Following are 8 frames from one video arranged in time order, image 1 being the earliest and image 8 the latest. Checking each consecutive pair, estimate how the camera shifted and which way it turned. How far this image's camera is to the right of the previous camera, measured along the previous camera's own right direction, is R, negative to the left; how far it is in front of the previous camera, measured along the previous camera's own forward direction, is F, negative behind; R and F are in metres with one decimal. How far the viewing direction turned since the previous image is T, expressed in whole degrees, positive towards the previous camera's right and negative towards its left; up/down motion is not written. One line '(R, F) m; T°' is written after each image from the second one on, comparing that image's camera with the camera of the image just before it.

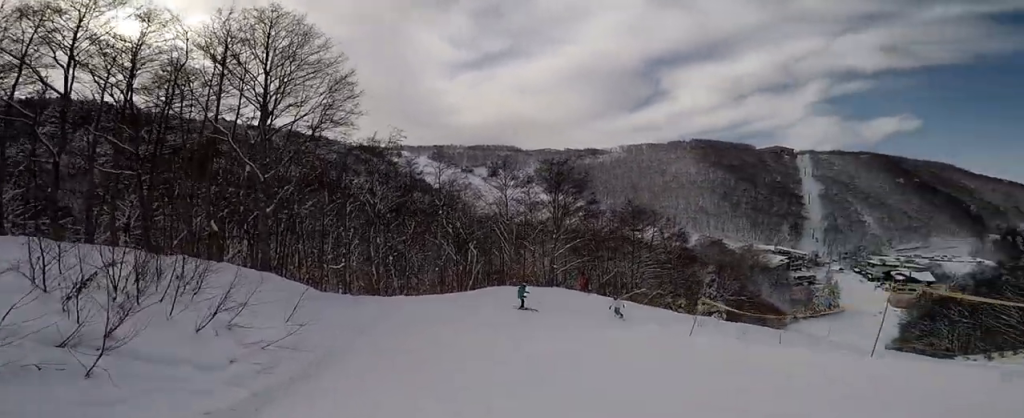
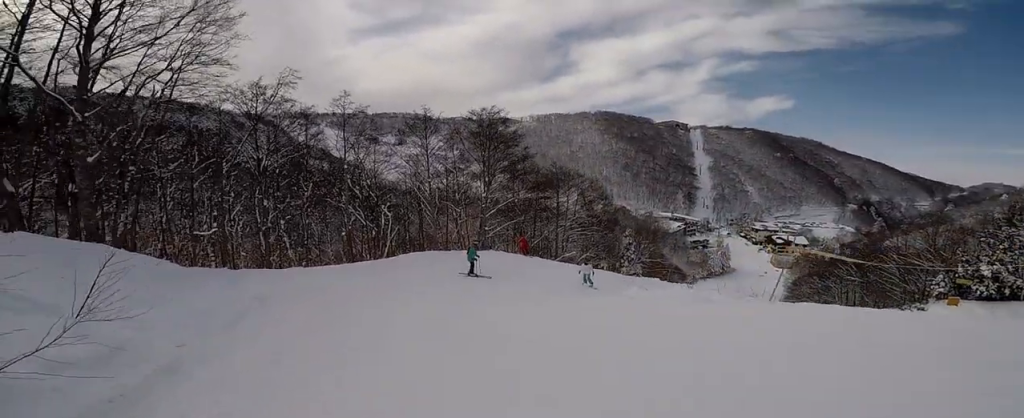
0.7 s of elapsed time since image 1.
(+0.2, +3.4) m; +5°
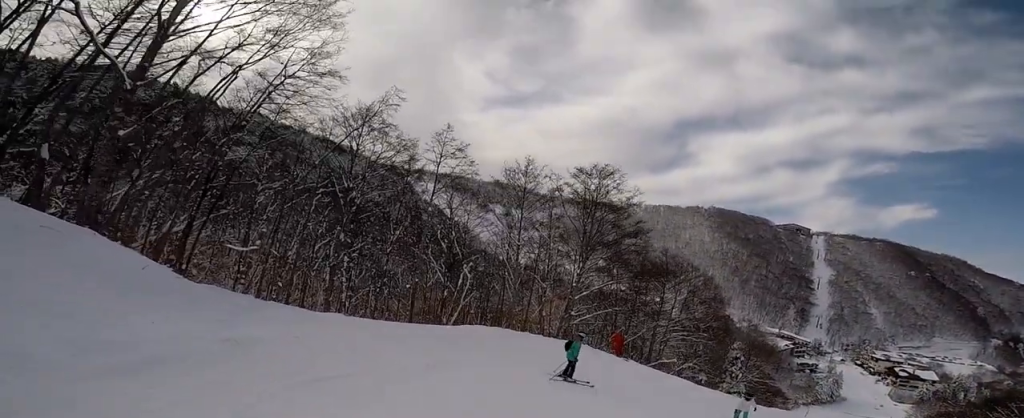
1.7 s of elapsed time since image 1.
(+0.1, +4.4) m; +5°
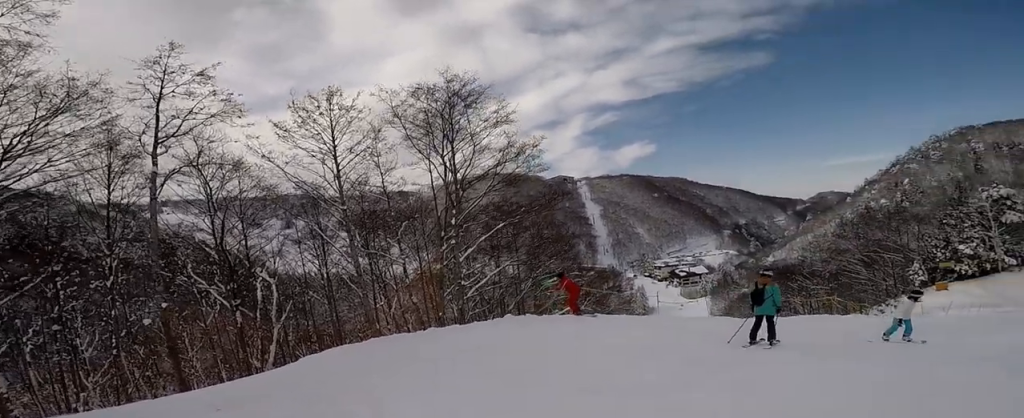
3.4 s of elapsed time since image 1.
(+1.0, +6.9) m; +42°
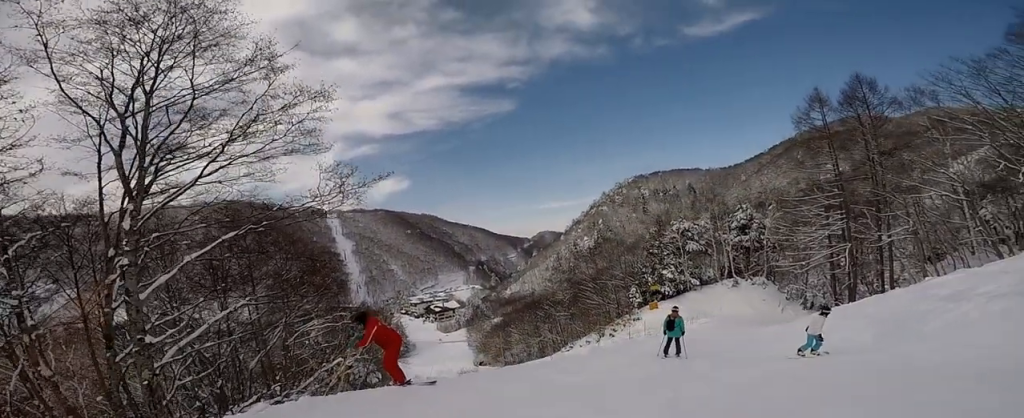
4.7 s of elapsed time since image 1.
(+2.3, +3.2) m; +38°
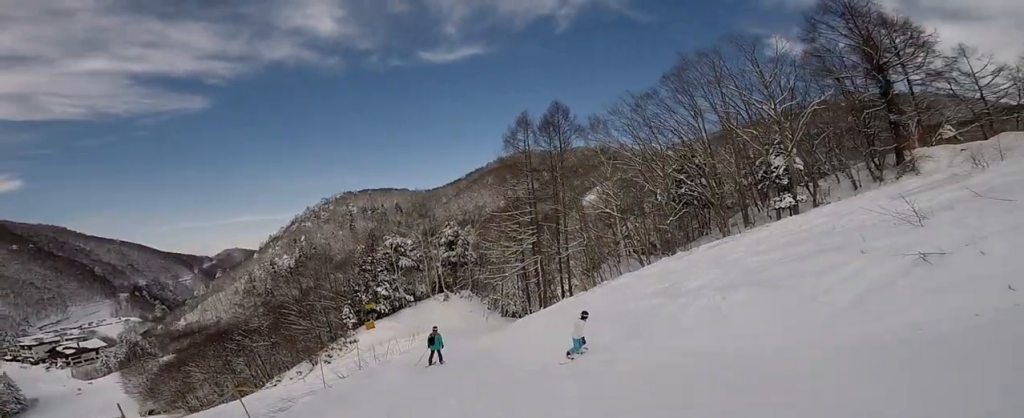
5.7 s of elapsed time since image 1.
(-0.1, +2.4) m; +24°
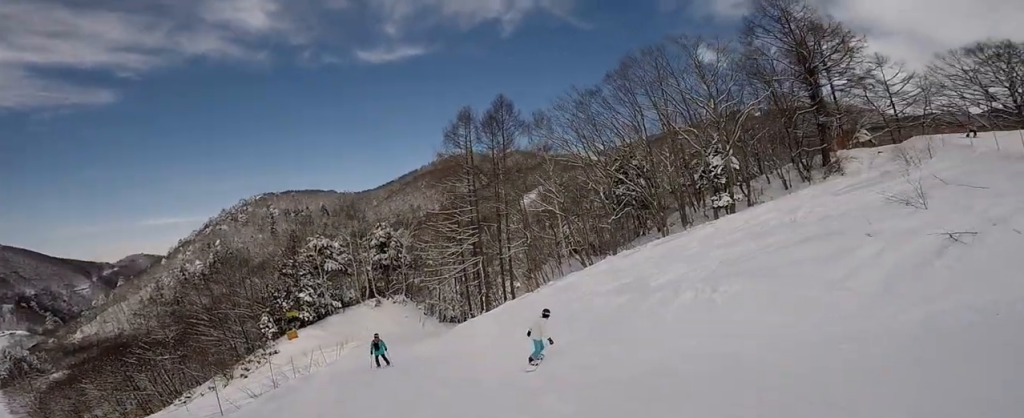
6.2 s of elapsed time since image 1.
(+0.6, +1.2) m; +20°
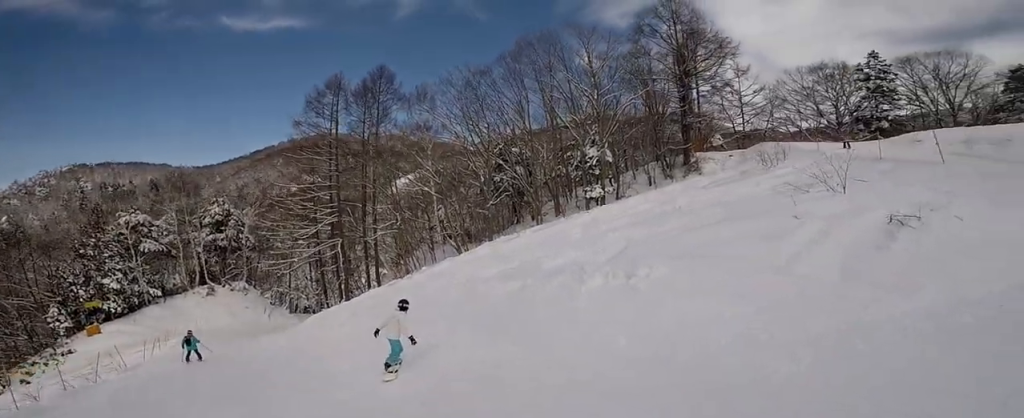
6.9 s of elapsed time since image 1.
(+0.4, +2.0) m; 0°
